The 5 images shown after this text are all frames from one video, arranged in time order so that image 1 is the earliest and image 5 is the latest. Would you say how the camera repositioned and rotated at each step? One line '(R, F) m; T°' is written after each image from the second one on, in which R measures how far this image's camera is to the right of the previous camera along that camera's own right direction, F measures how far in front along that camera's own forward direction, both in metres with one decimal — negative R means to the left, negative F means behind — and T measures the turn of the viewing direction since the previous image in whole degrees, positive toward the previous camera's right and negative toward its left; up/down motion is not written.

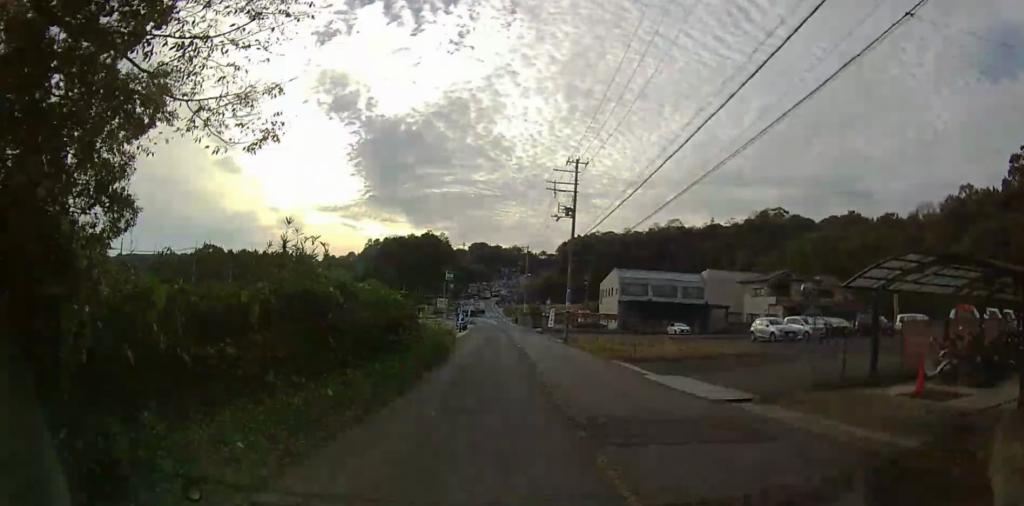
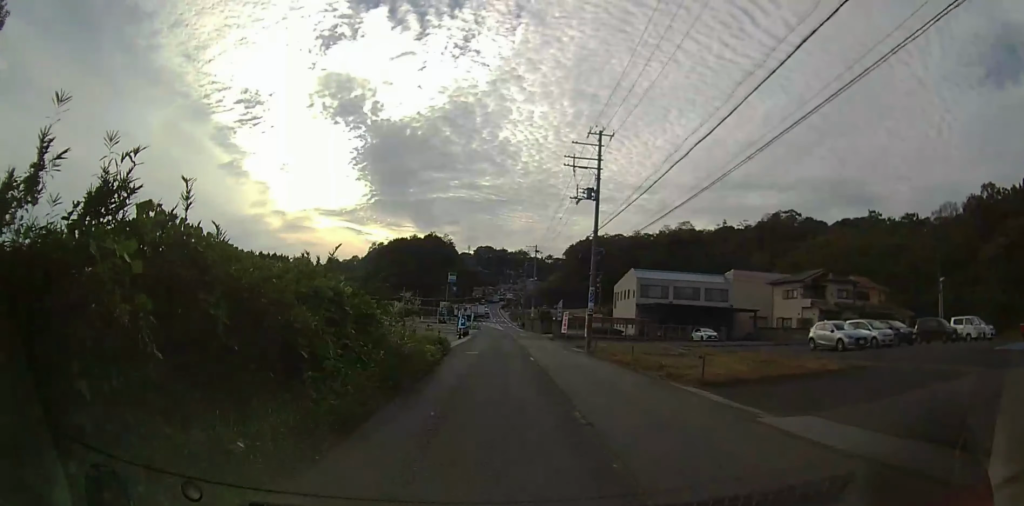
(-0.1, +6.3) m; -1°
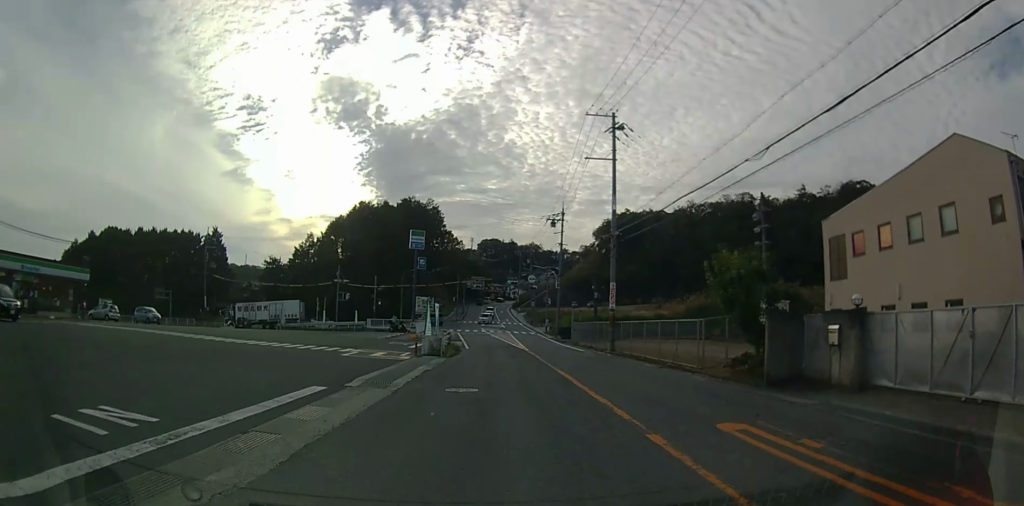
(-0.7, +52.0) m; -1°
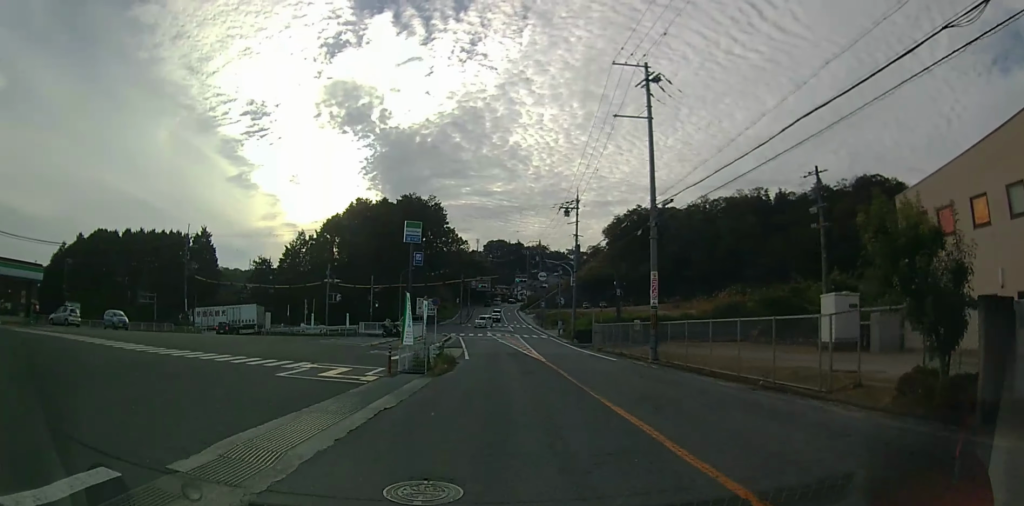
(-0.1, +6.2) m; -1°
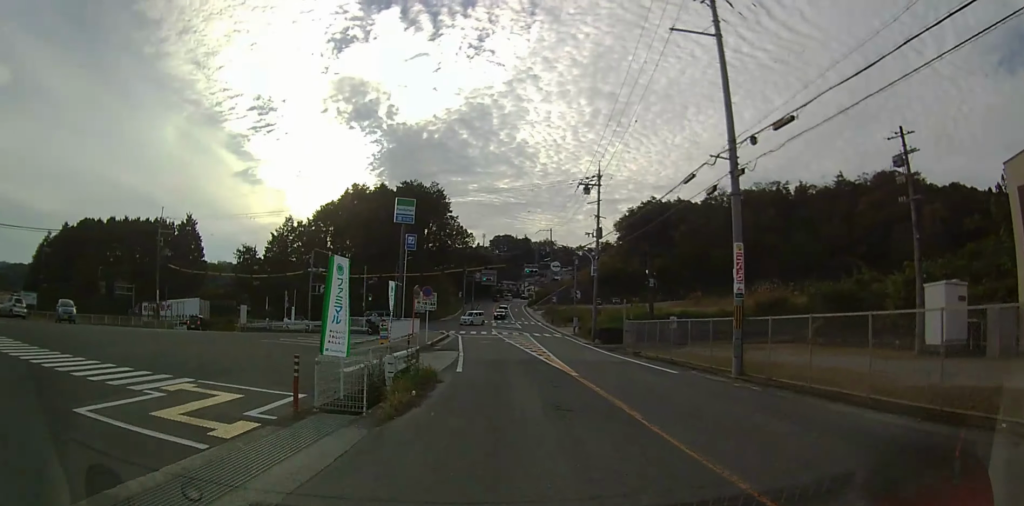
(-0.1, +7.5) m; -1°
